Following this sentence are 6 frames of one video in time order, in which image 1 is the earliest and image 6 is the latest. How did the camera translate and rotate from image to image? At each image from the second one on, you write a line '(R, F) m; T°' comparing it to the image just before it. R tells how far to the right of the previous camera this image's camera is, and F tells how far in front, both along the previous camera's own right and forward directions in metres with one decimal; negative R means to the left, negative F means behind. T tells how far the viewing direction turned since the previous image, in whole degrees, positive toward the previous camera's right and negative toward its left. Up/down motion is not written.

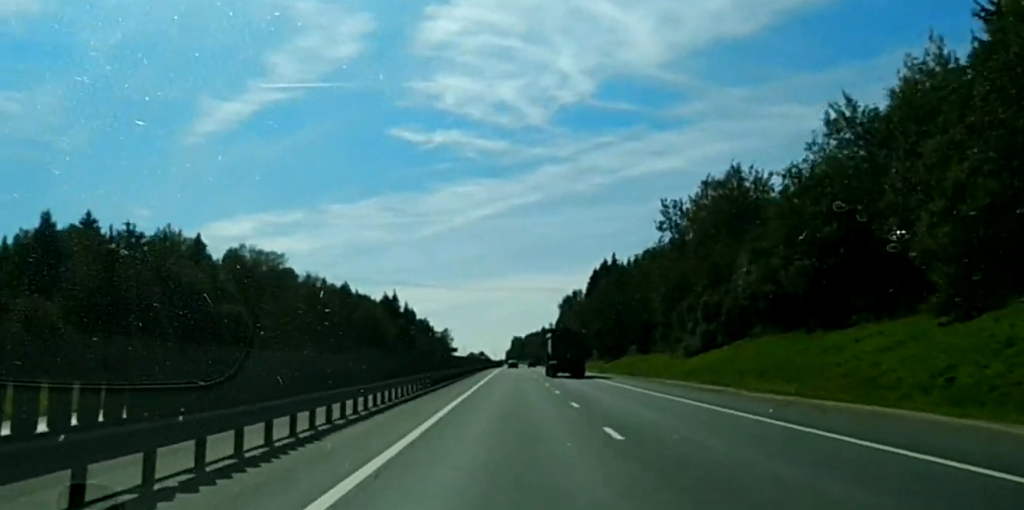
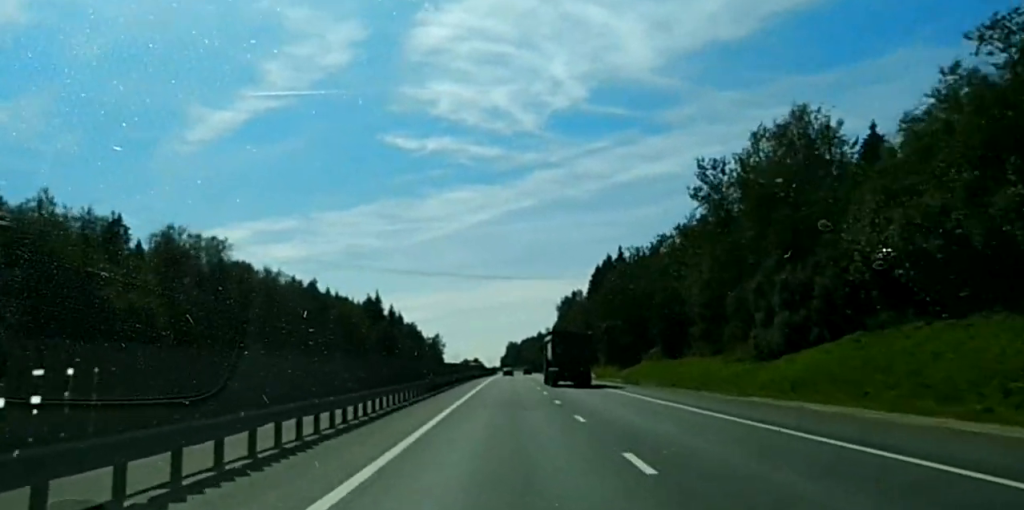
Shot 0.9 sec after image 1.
(0.0, +27.6) m; 0°
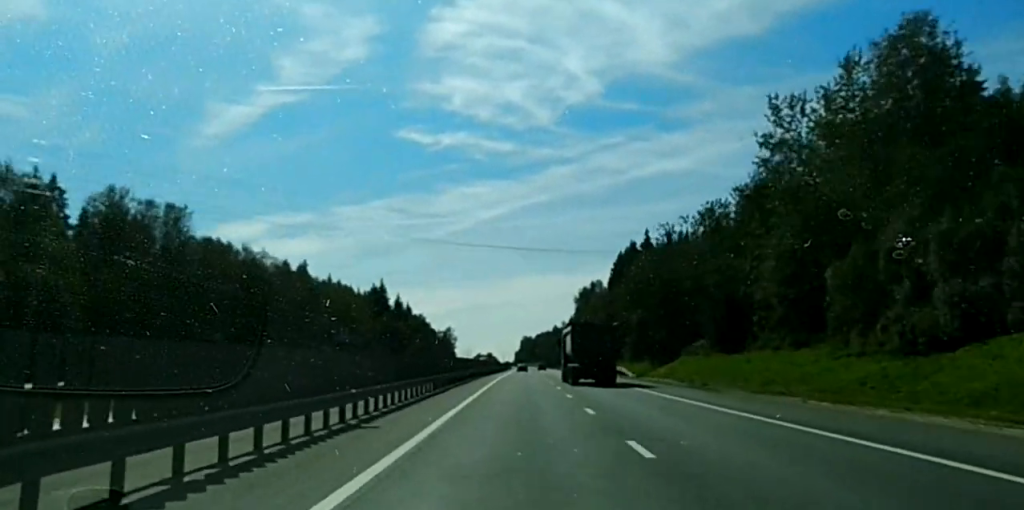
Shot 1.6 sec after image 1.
(0.0, +21.3) m; 0°
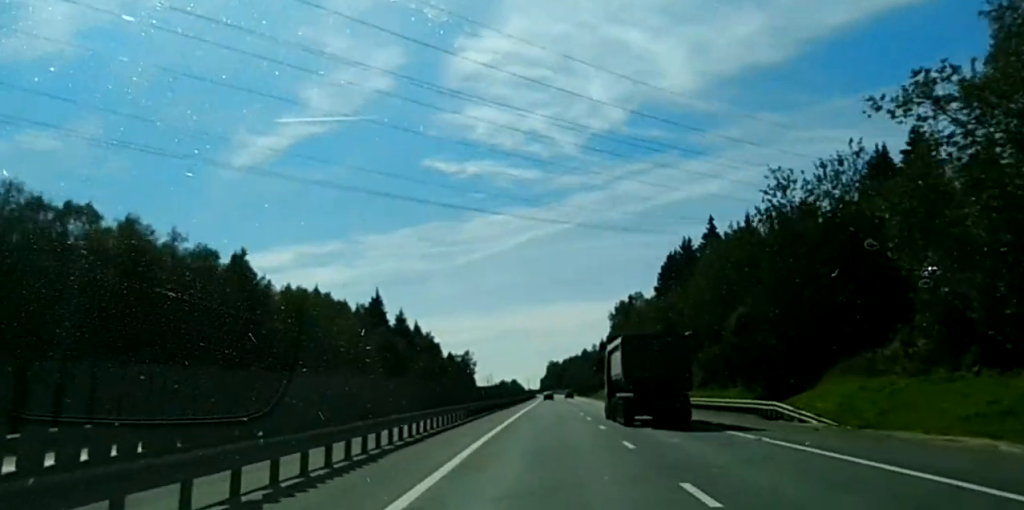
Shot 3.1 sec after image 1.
(-0.1, +49.5) m; 0°
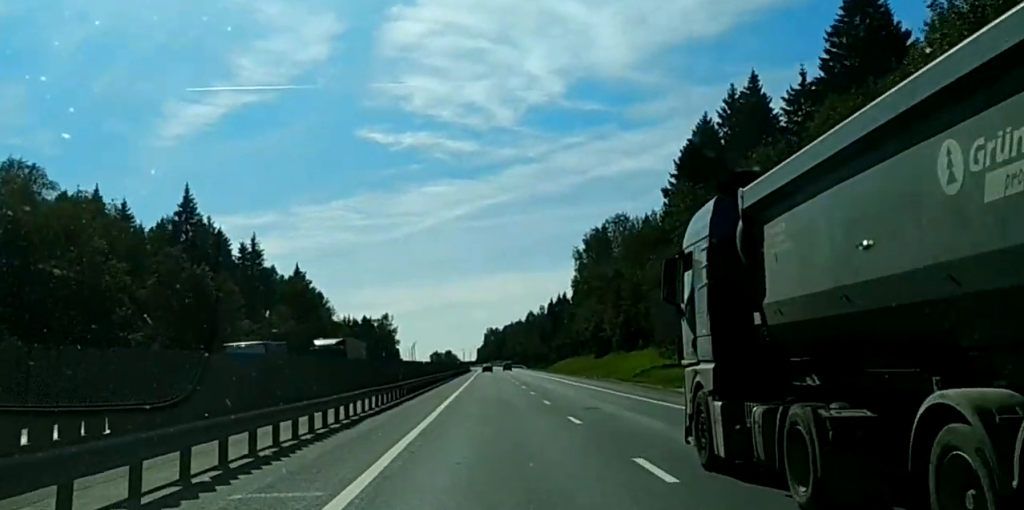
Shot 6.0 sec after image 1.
(0.0, +93.9) m; +1°
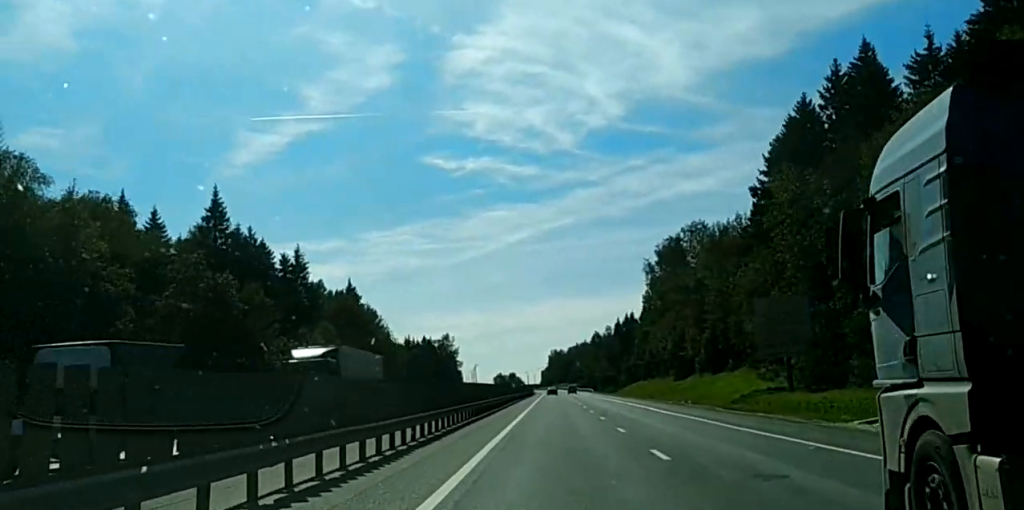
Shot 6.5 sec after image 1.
(+0.1, +15.5) m; 0°
